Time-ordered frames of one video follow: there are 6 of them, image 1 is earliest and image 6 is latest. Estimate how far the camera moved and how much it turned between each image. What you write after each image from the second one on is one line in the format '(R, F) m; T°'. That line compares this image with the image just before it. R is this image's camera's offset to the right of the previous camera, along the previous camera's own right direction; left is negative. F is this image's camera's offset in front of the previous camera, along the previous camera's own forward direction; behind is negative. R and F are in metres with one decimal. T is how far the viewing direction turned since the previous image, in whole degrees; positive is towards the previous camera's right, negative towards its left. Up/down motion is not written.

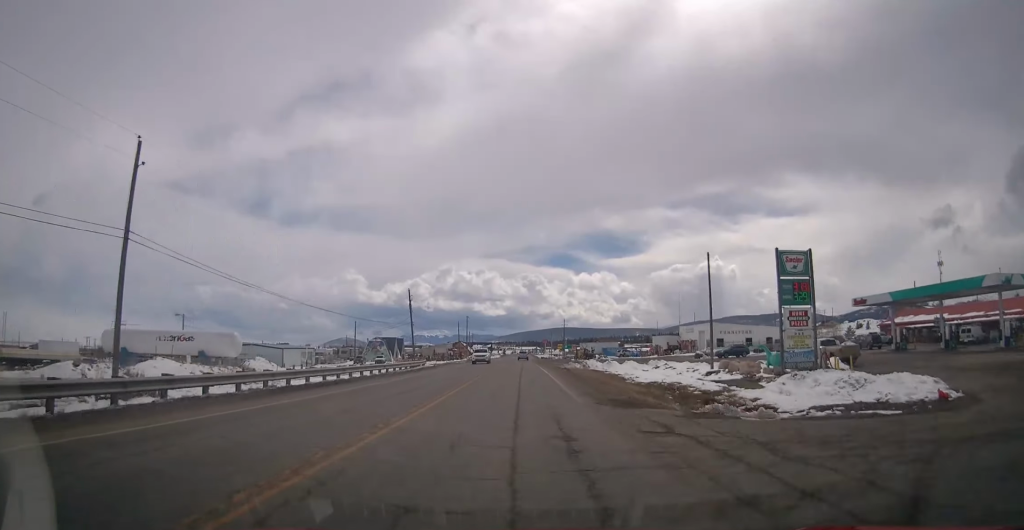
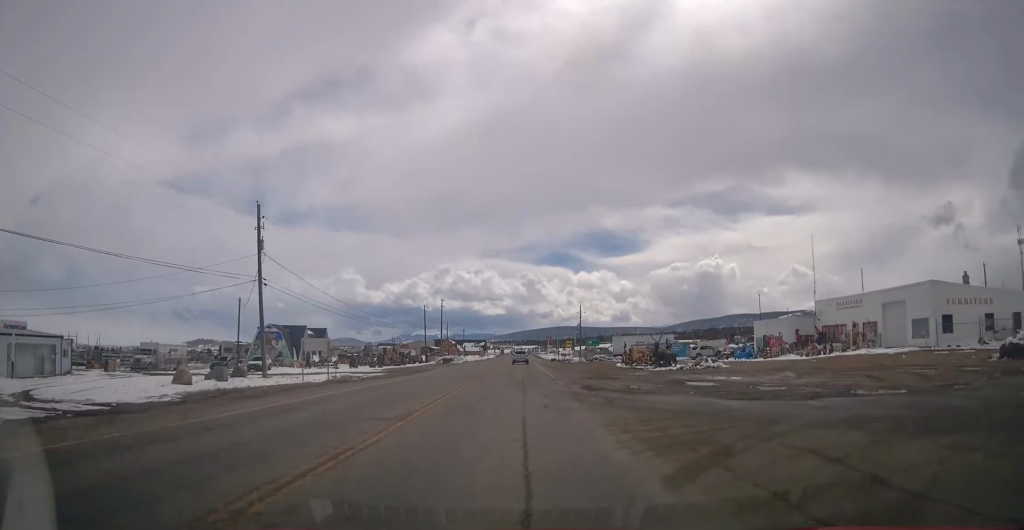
(-0.5, +55.6) m; -1°
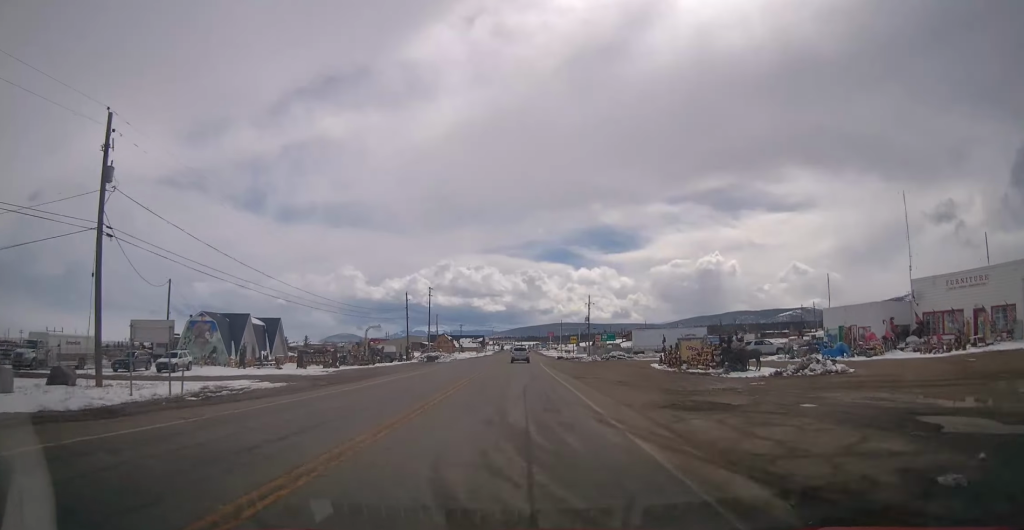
(+0.2, +17.0) m; 0°
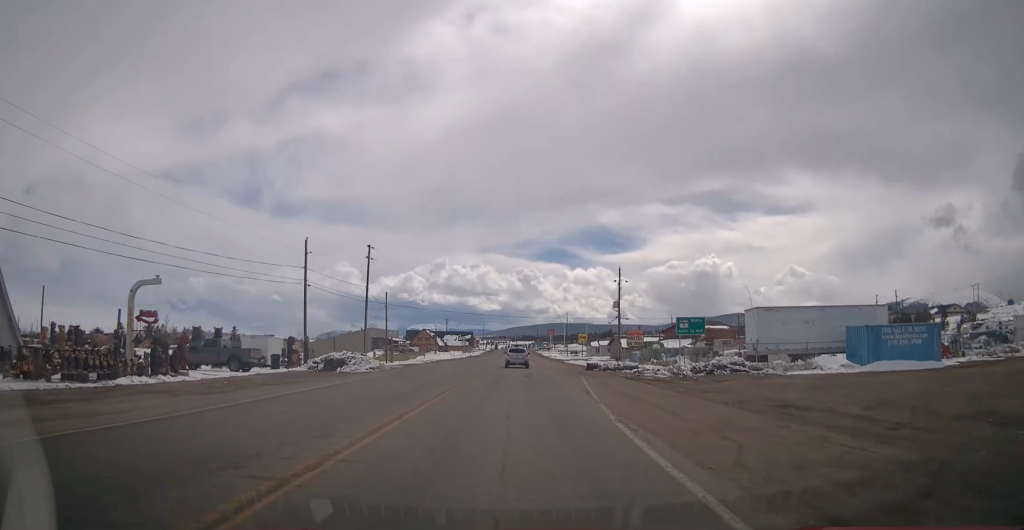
(0.0, +43.9) m; +1°
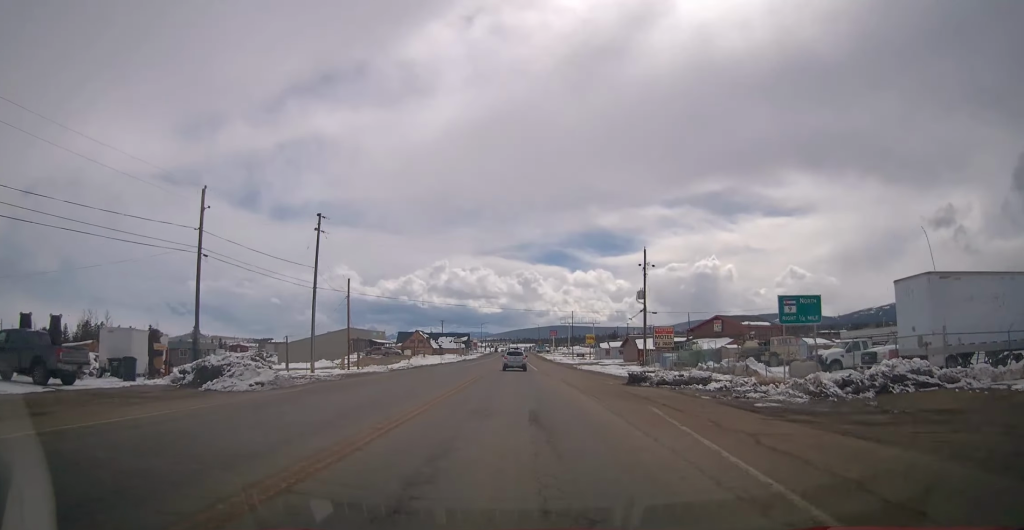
(+0.4, +17.9) m; +1°
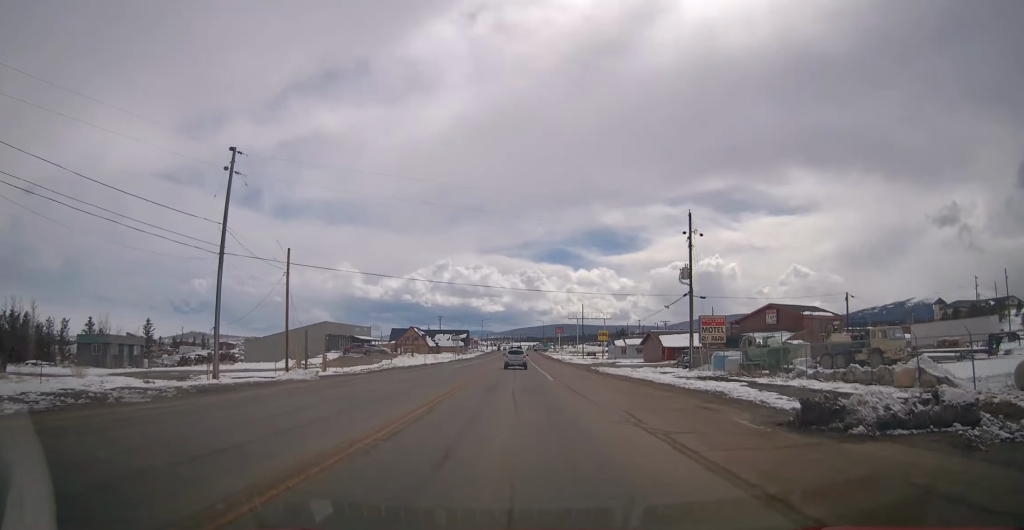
(-0.3, +16.9) m; -1°
